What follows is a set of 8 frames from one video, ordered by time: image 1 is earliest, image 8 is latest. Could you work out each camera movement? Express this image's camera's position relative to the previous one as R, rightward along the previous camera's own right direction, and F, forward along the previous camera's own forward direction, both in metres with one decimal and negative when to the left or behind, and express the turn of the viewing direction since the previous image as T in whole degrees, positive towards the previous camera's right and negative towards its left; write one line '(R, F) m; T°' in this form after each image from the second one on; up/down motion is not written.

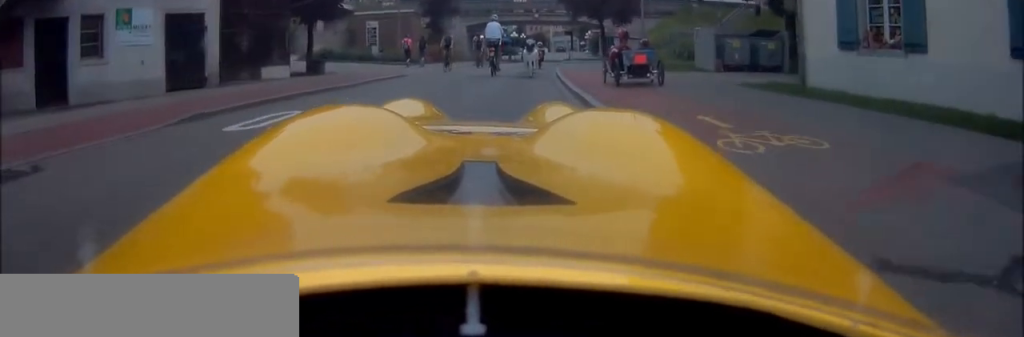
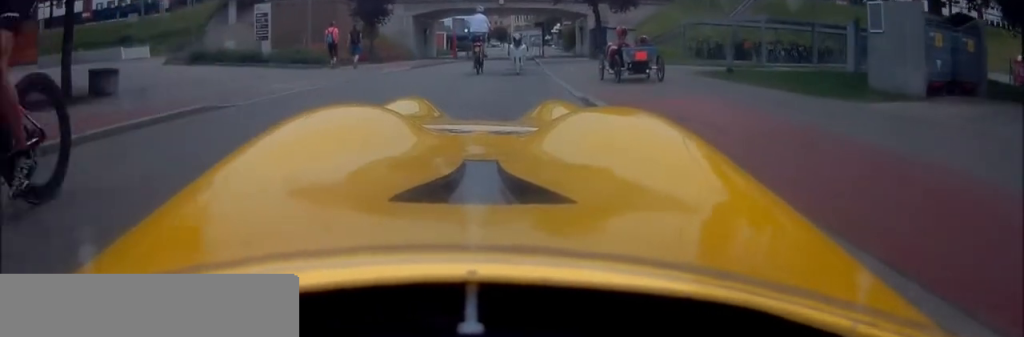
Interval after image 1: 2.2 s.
(+0.5, +12.7) m; +6°
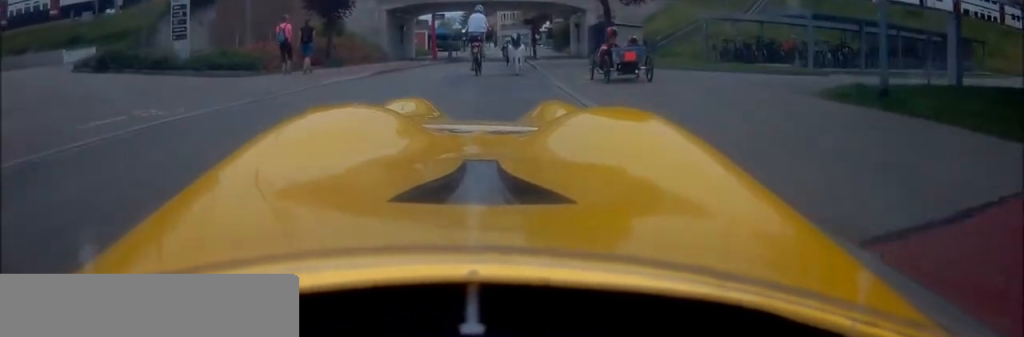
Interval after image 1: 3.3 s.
(+0.5, +5.7) m; +5°
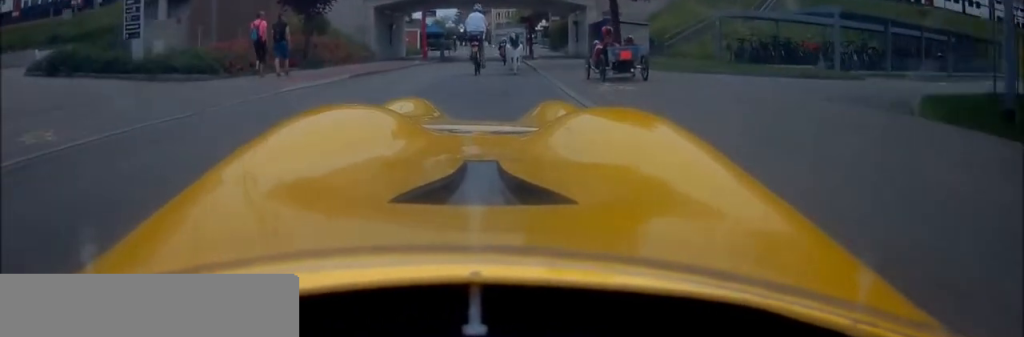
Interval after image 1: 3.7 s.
(+0.1, +2.3) m; 0°
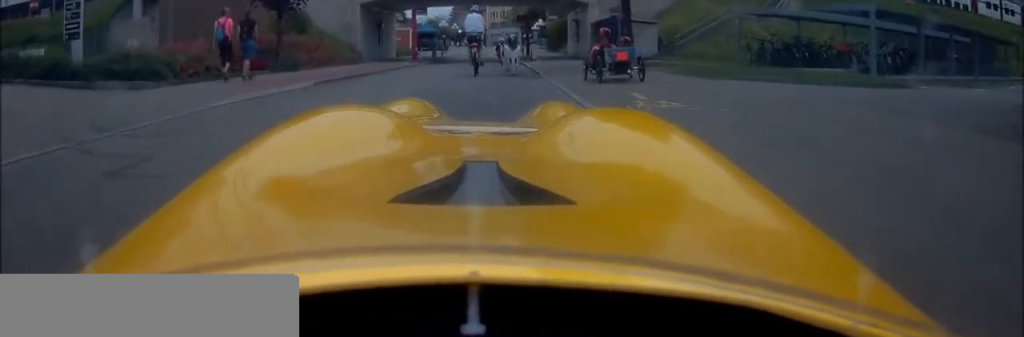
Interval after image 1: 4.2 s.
(-0.2, +2.4) m; -2°
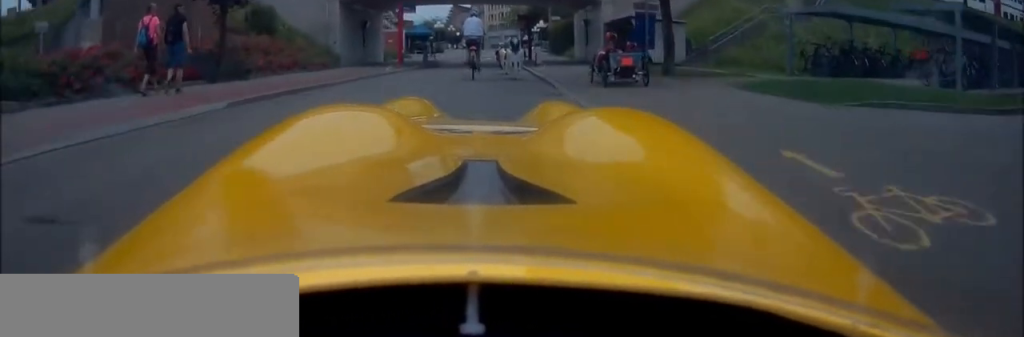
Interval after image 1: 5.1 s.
(-0.1, +4.3) m; -1°
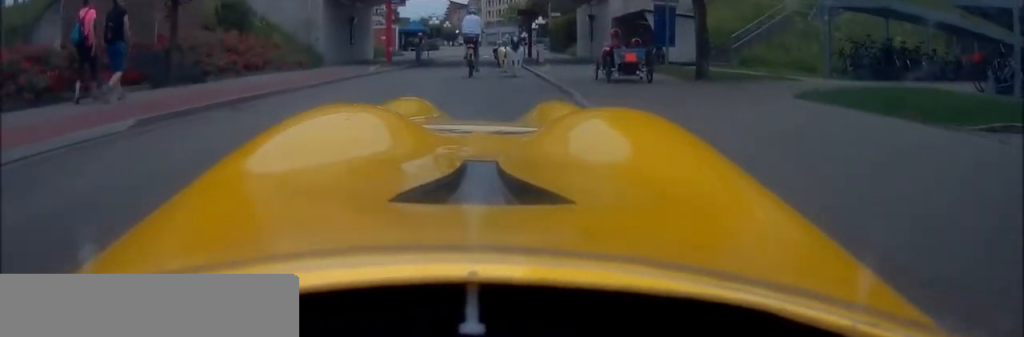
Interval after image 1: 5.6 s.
(0.0, +2.5) m; 0°
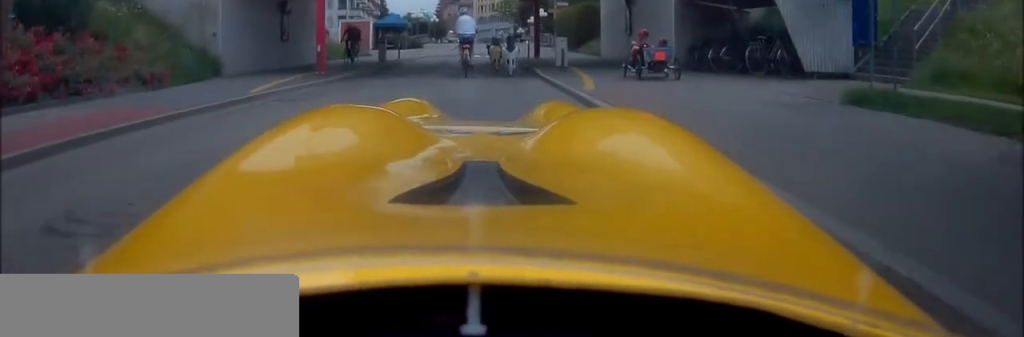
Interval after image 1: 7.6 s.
(-0.1, +9.8) m; -1°
